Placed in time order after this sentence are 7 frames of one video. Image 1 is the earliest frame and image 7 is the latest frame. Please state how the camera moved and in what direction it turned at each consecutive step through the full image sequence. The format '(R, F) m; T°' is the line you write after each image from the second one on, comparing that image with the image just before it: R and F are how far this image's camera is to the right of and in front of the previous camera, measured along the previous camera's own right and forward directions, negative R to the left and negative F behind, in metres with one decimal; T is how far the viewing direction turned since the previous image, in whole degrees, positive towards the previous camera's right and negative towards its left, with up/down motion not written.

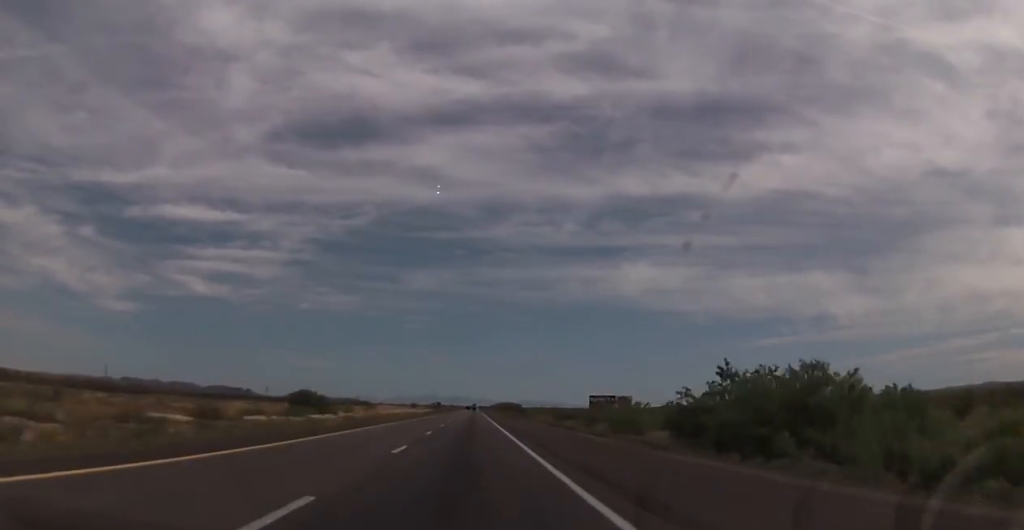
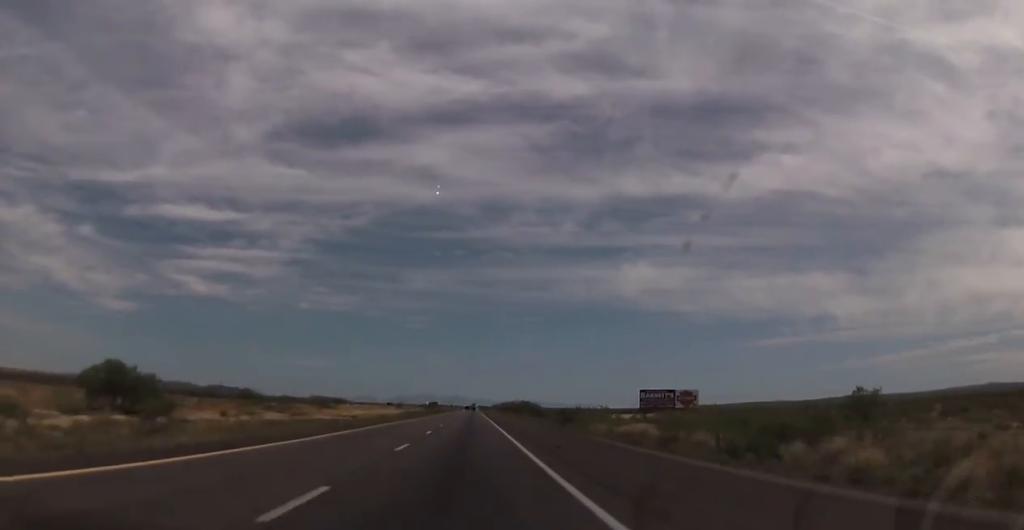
(+0.8, +59.9) m; 0°
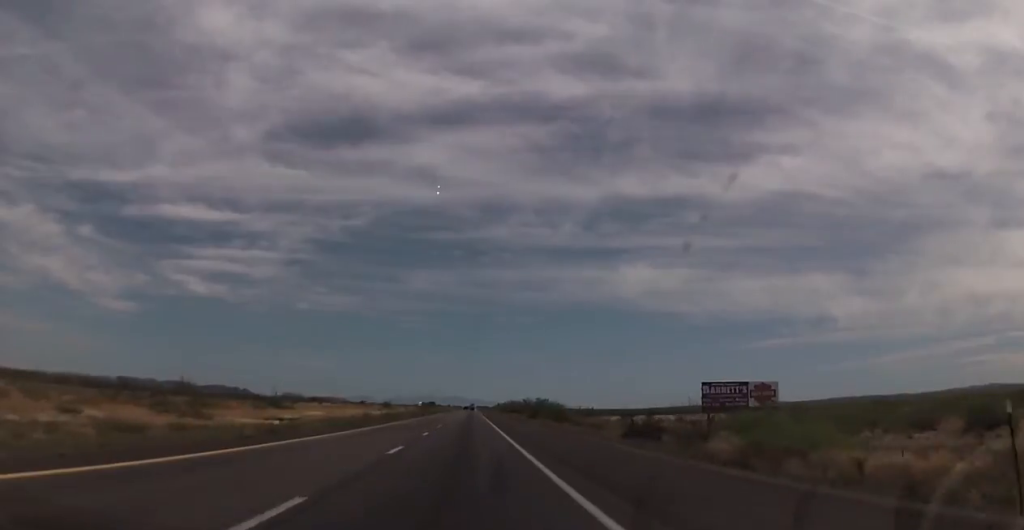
(-0.3, +37.9) m; 0°
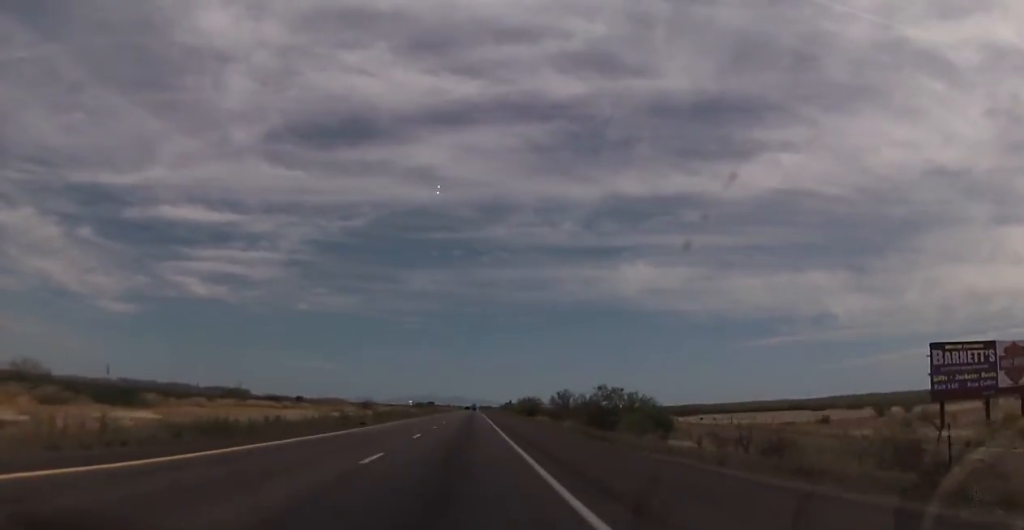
(+0.4, +52.5) m; 0°
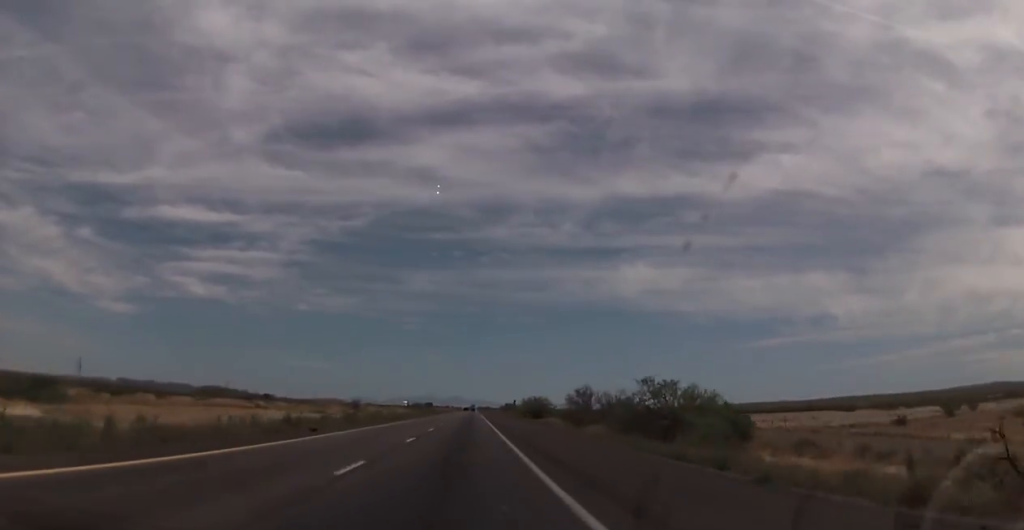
(-0.2, +14.6) m; 0°
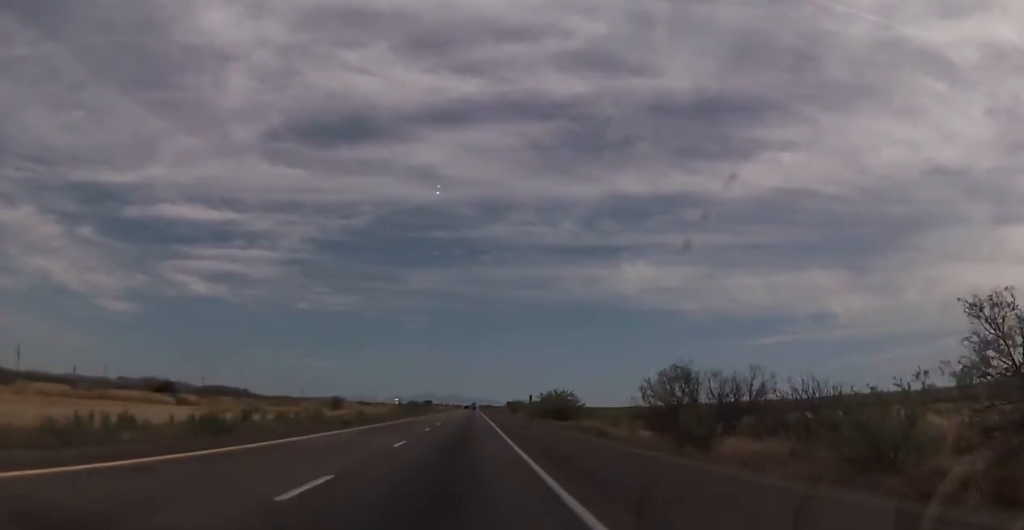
(-0.2, +28.1) m; 0°
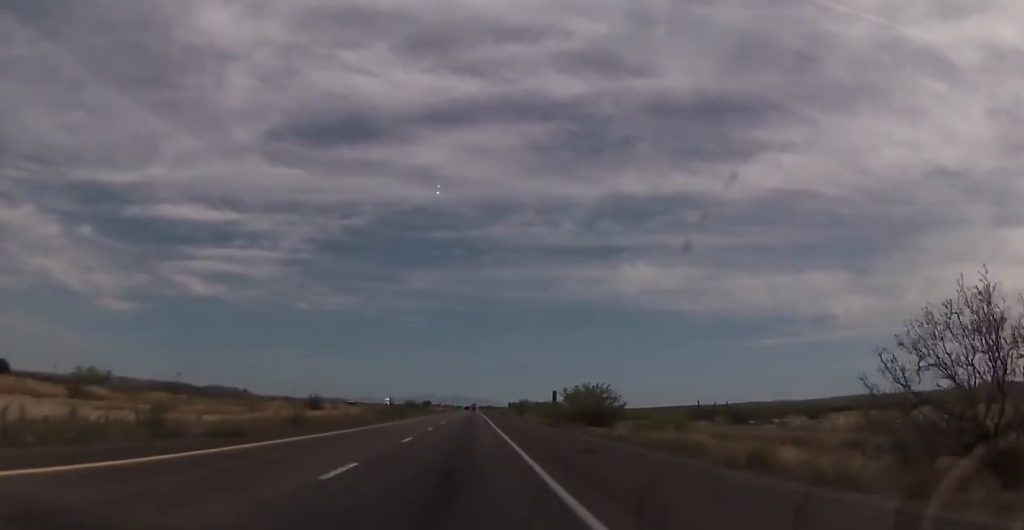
(+0.4, +22.0) m; 0°
